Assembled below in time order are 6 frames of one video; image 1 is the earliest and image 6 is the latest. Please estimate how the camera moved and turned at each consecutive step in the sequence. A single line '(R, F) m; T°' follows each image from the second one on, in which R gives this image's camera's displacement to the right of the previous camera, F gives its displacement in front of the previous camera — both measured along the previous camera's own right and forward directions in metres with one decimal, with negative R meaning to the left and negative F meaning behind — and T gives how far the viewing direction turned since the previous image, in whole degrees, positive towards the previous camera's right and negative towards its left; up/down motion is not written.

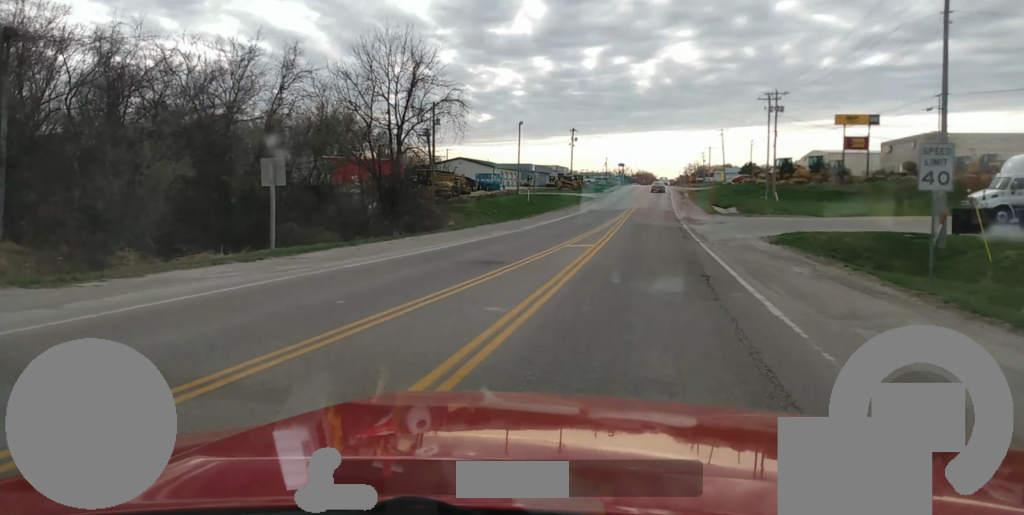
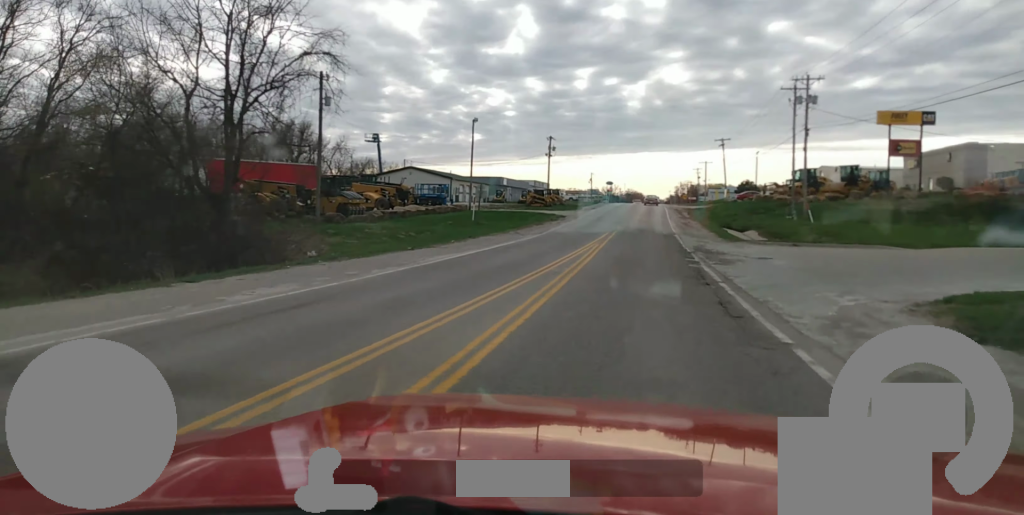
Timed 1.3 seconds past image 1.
(+0.1, +21.7) m; +1°
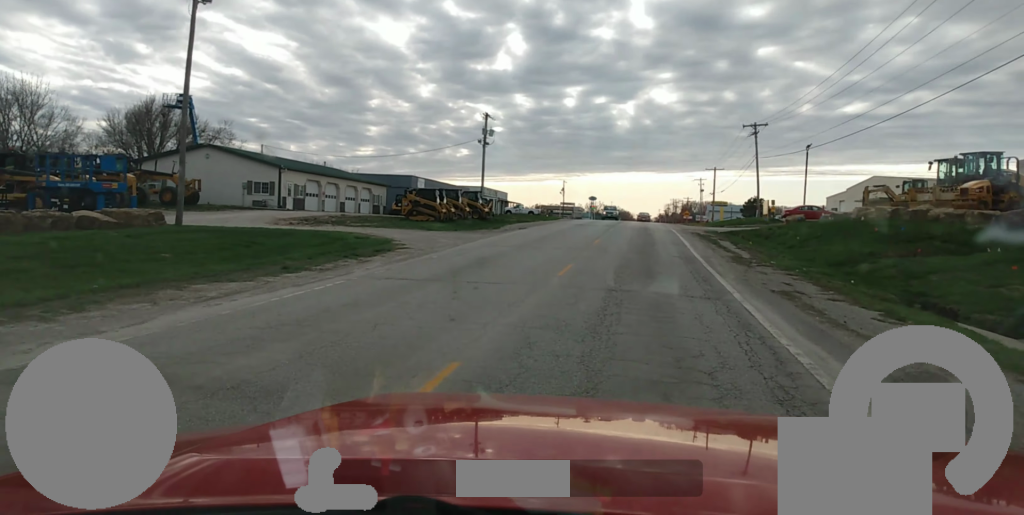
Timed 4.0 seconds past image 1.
(-1.6, +45.5) m; -2°
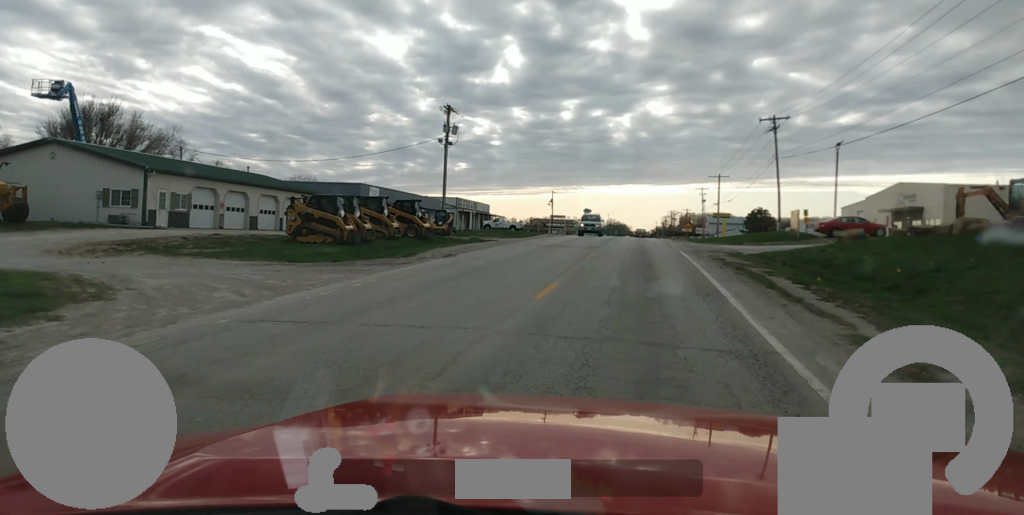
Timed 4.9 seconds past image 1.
(+0.6, +15.1) m; +1°
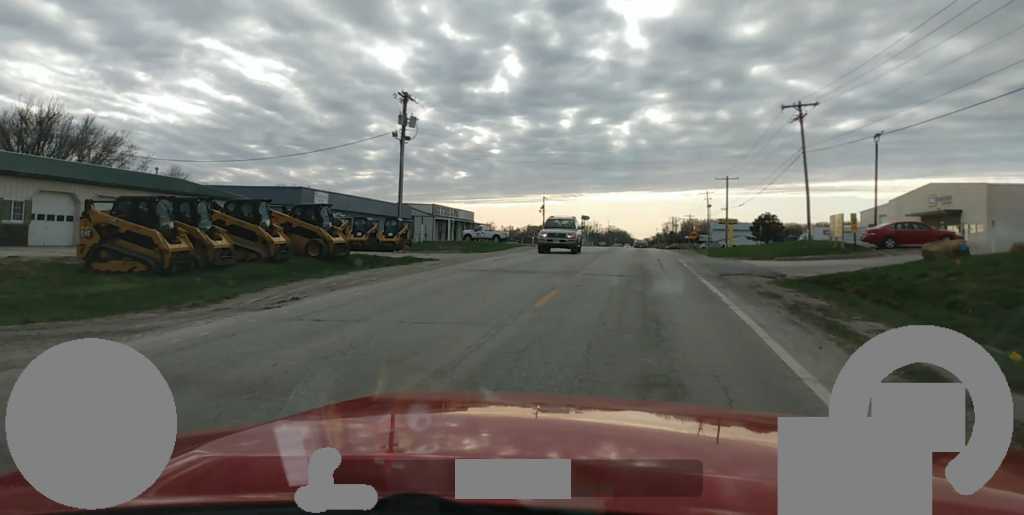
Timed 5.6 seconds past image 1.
(0.0, +12.2) m; 0°
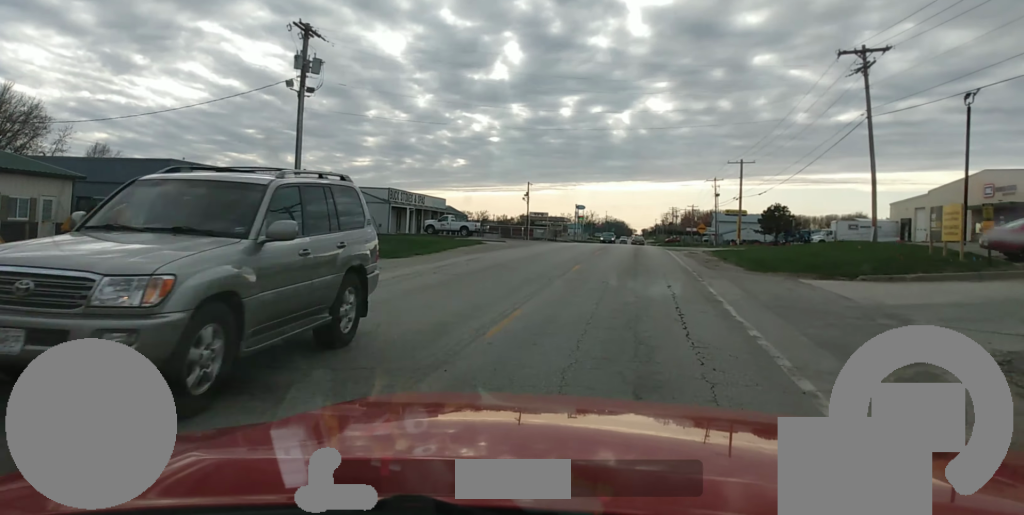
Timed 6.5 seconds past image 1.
(-0.1, +16.2) m; 0°
